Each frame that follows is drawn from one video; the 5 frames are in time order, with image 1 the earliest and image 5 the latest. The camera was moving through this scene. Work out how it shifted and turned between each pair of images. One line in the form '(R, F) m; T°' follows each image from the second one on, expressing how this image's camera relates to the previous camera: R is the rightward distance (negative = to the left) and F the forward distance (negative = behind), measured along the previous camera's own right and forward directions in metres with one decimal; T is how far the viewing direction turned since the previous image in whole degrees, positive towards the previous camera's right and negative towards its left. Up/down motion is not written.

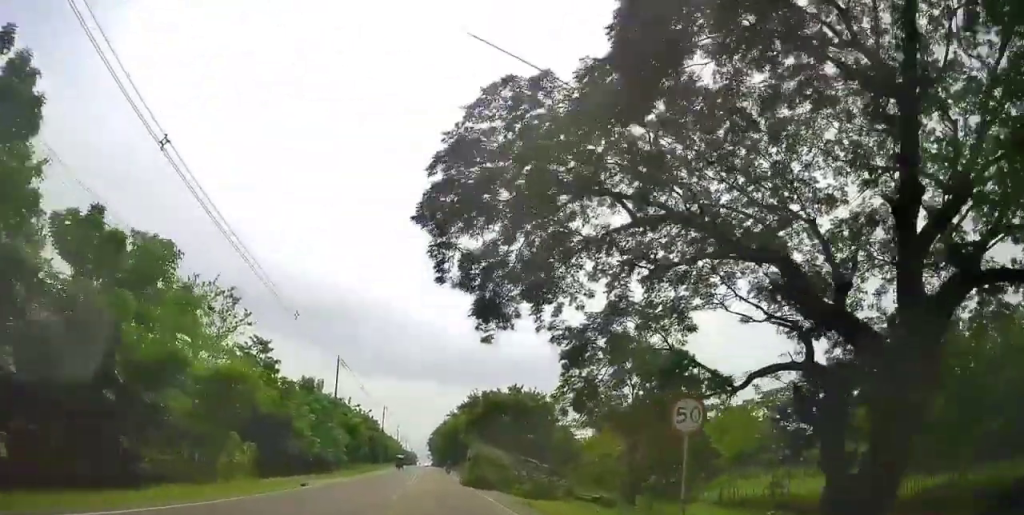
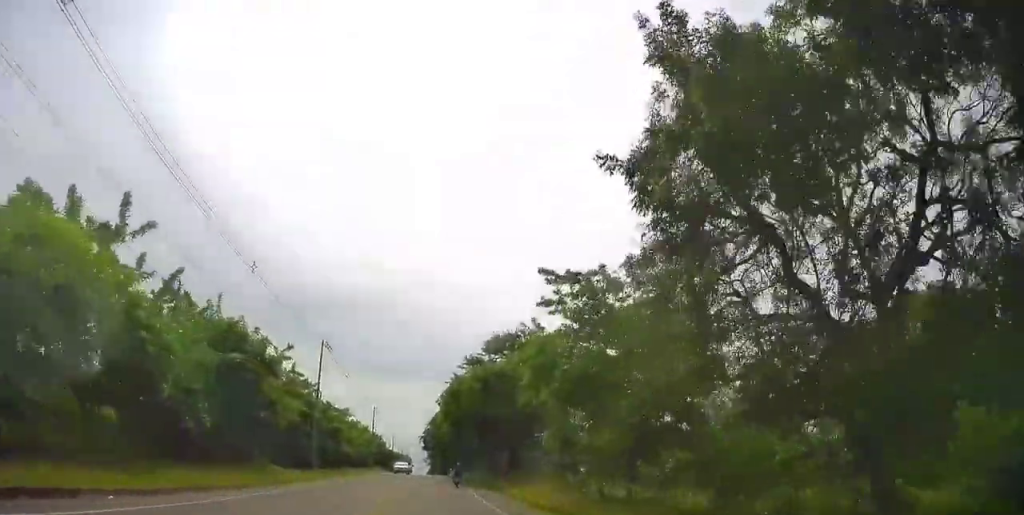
(+1.3, +60.1) m; +1°
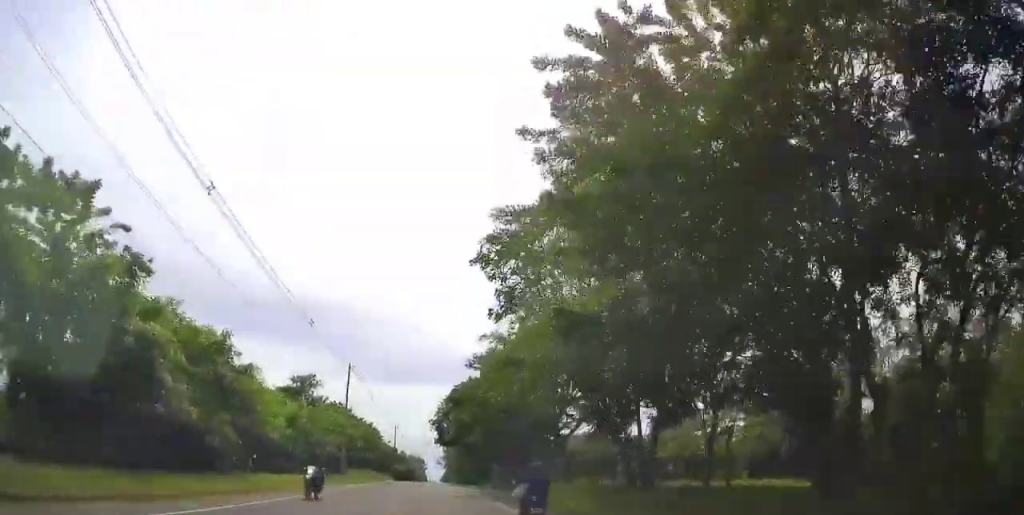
(+0.3, +42.7) m; 0°
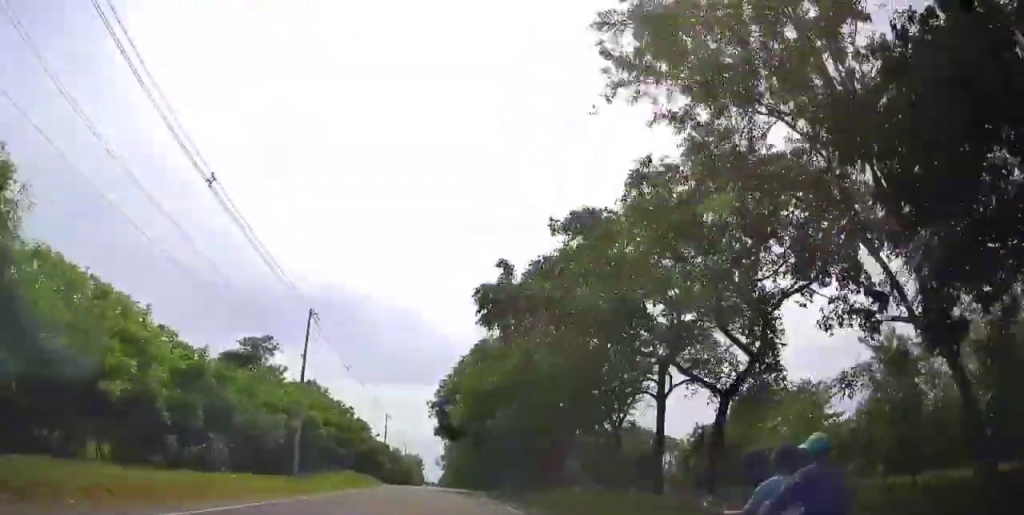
(-0.2, +18.6) m; +1°
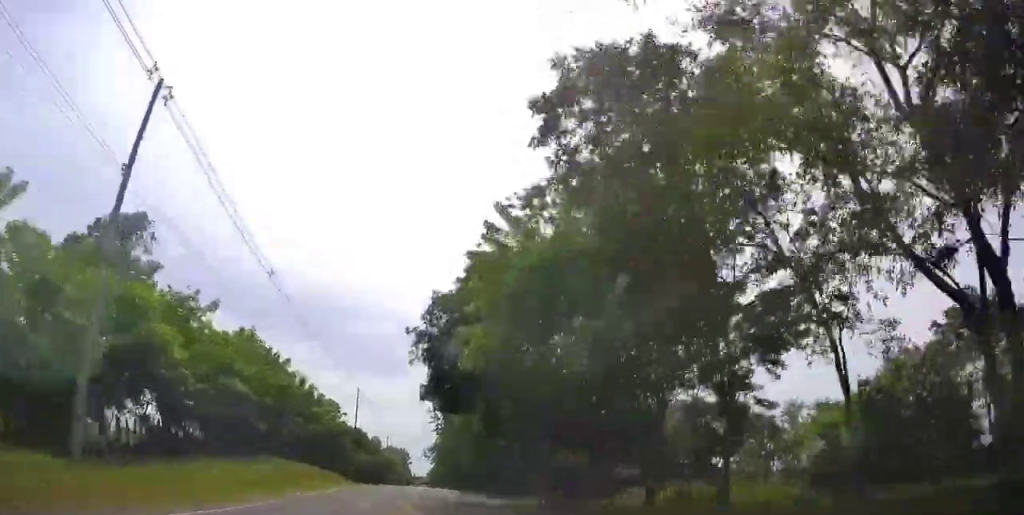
(+0.6, +21.6) m; +1°
